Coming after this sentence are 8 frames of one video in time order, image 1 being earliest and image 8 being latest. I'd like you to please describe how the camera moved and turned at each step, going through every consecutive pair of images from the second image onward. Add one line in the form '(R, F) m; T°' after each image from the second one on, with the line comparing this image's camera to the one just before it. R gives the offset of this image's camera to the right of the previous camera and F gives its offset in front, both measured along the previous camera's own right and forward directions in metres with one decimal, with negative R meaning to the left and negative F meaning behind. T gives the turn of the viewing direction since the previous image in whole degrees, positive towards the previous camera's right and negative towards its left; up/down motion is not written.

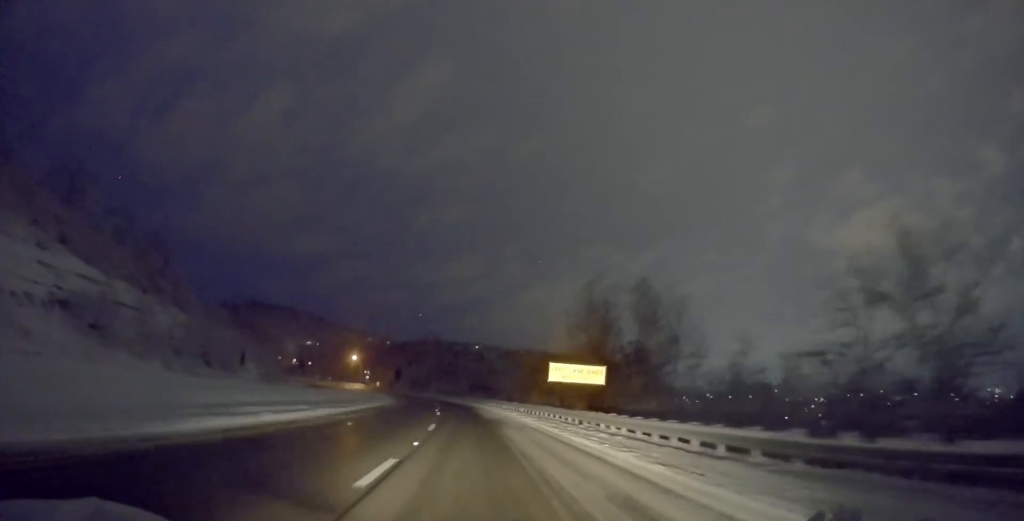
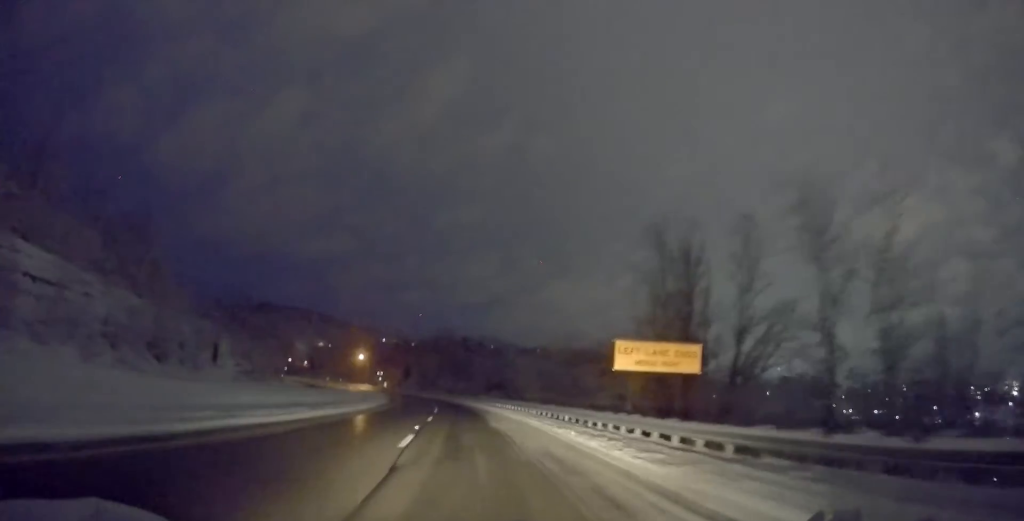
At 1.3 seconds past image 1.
(-0.4, +19.3) m; -2°
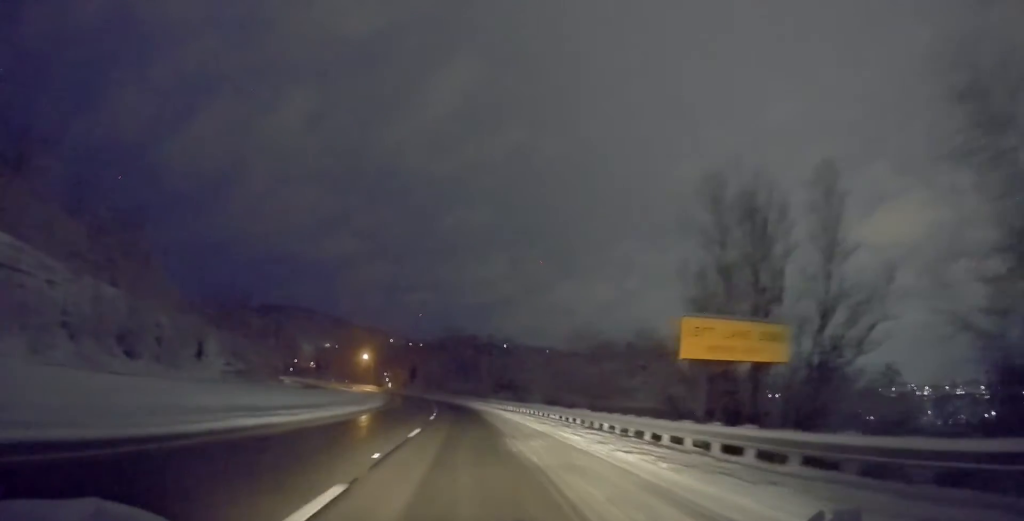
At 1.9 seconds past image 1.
(-0.1, +8.8) m; 0°
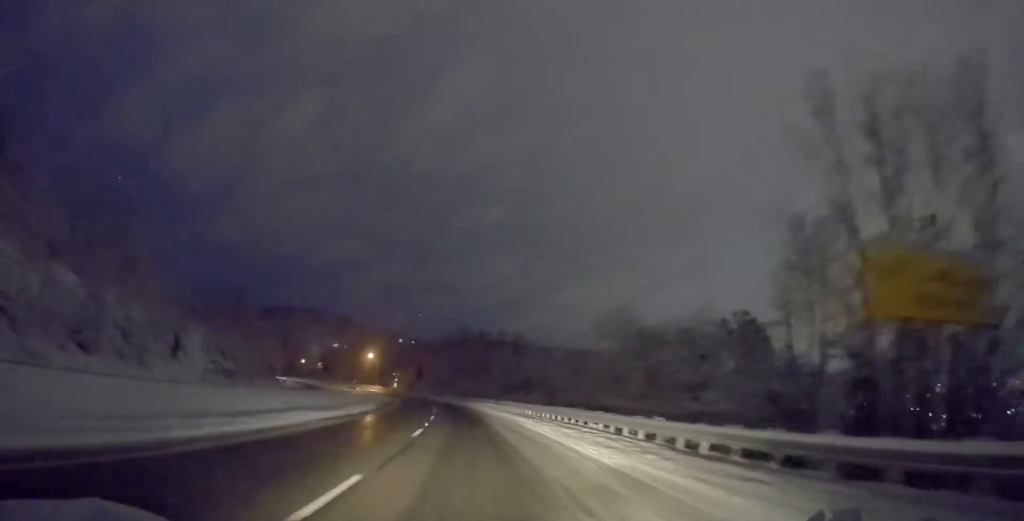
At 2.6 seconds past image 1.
(0.0, +10.8) m; 0°
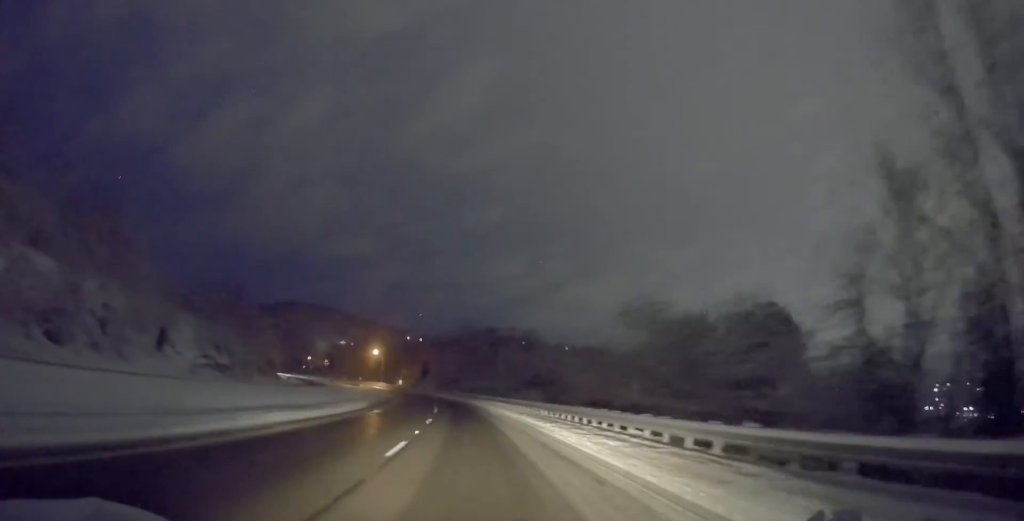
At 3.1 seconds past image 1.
(+0.1, +6.3) m; 0°
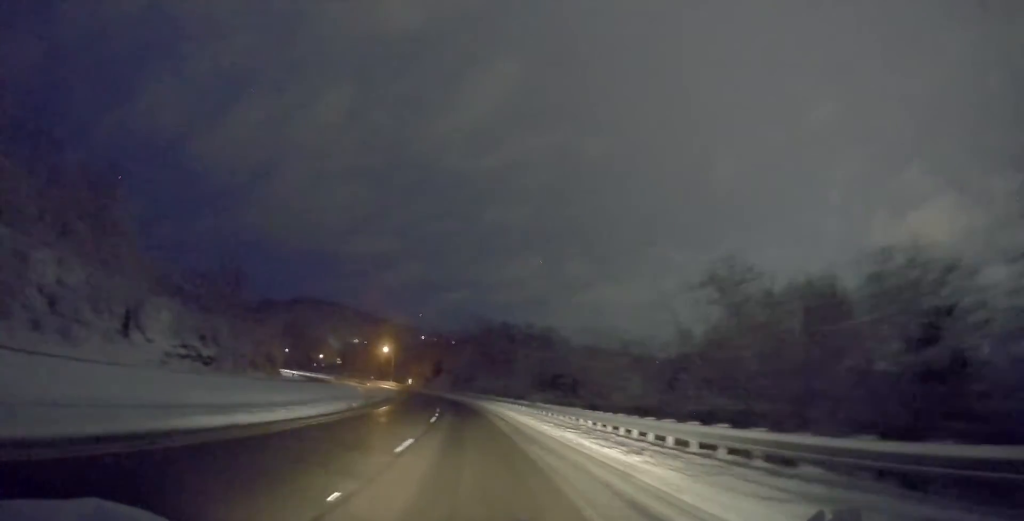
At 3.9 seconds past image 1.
(-0.1, +11.7) m; -2°
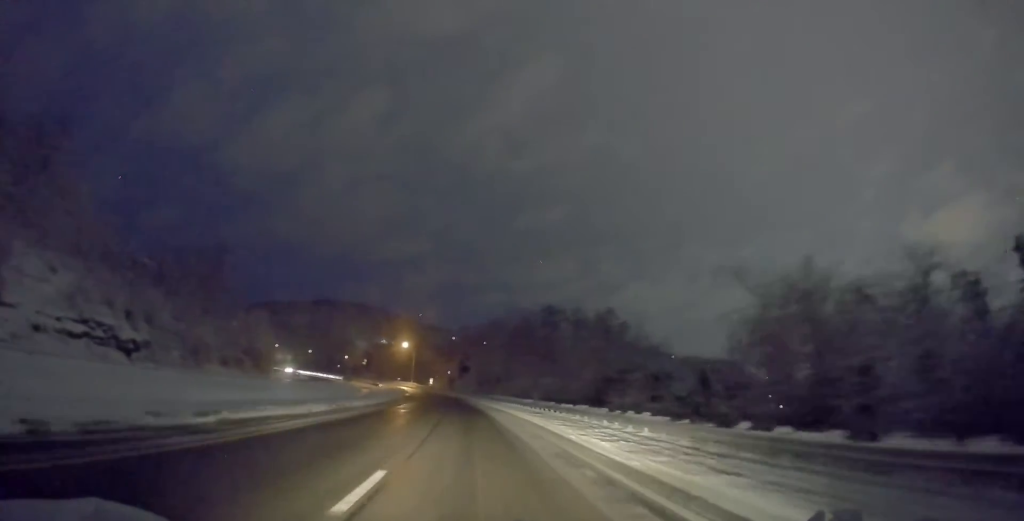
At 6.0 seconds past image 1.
(-1.2, +30.8) m; -3°
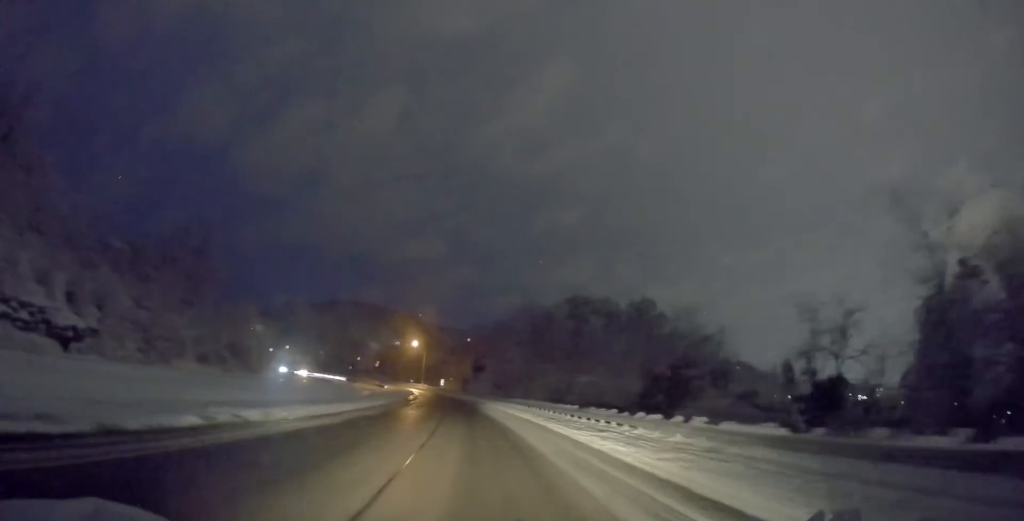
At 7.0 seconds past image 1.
(-0.2, +14.5) m; -1°
